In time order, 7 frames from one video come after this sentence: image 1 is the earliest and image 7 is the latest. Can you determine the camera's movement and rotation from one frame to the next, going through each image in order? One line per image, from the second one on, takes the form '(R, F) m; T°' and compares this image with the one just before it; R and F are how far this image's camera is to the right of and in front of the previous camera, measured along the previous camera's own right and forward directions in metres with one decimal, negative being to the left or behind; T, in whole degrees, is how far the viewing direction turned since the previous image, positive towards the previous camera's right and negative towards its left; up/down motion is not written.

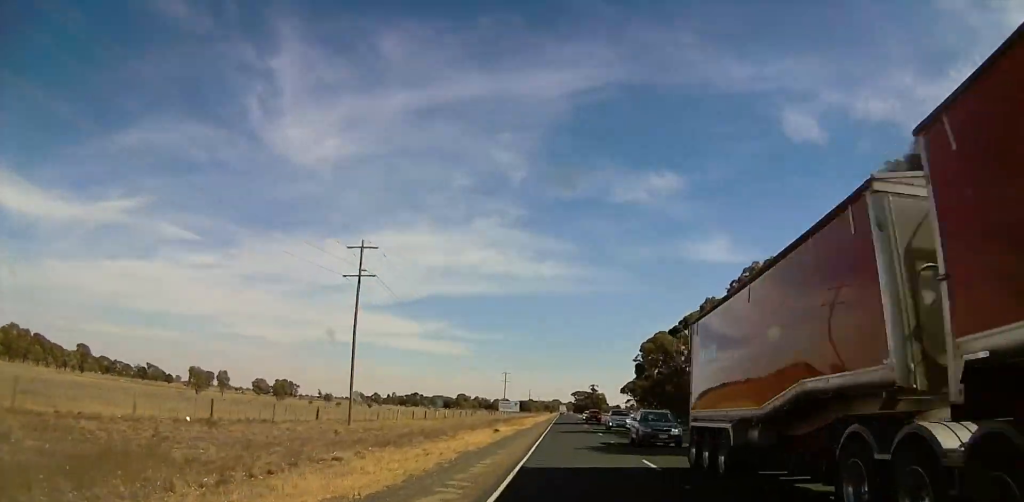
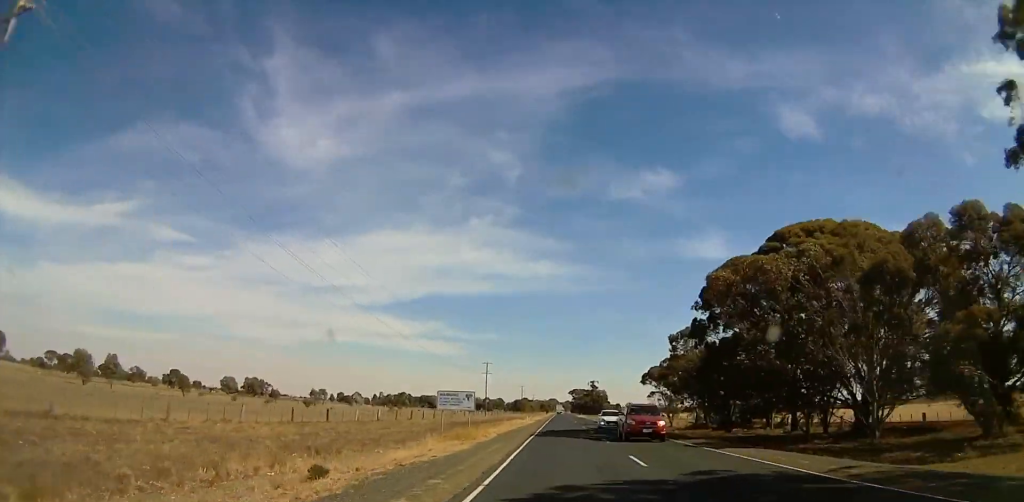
(-0.7, +36.0) m; -2°
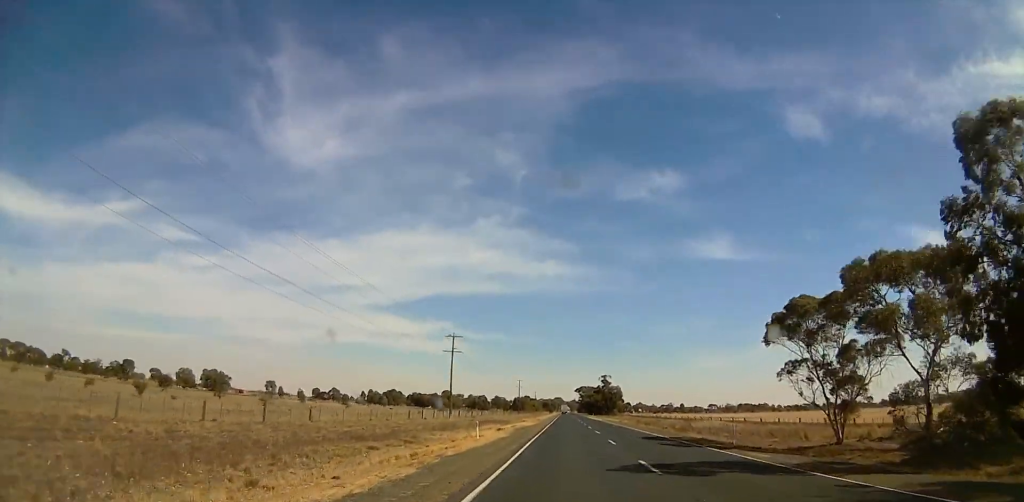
(0.0, +50.8) m; 0°
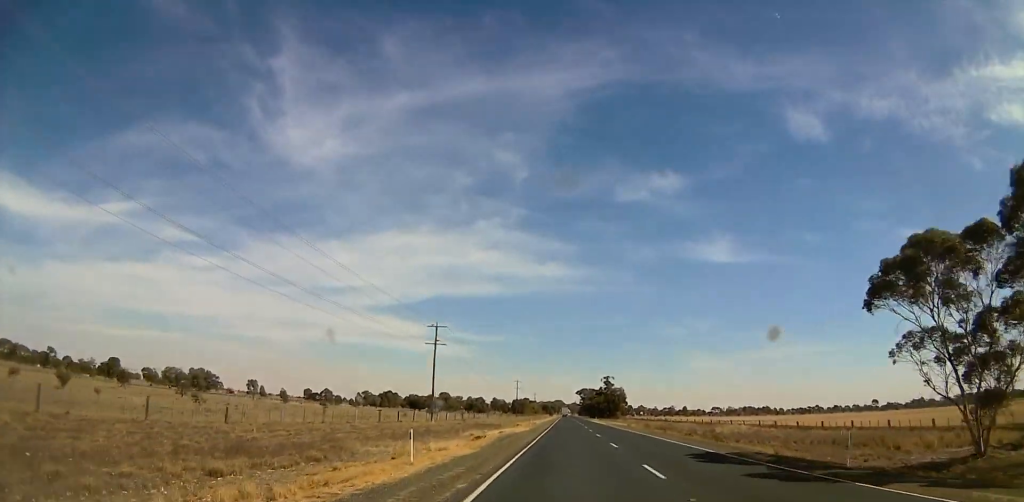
(0.0, +12.2) m; 0°
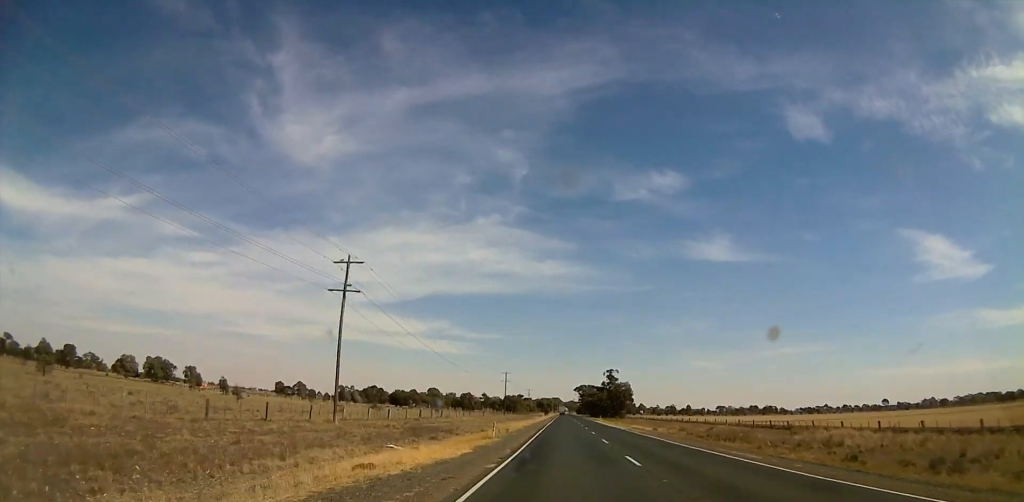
(0.0, +32.4) m; 0°
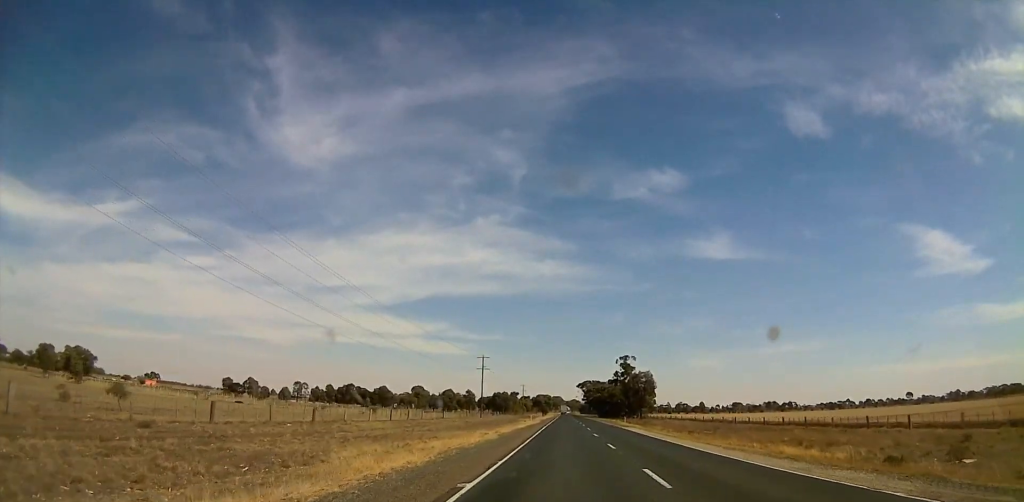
(+1.4, +53.1) m; +2°
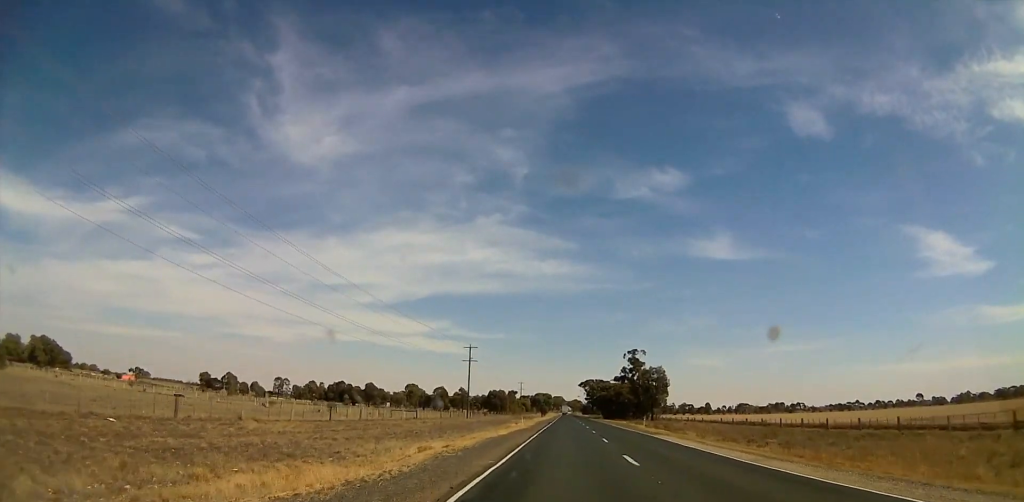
(+0.1, +18.8) m; -1°
